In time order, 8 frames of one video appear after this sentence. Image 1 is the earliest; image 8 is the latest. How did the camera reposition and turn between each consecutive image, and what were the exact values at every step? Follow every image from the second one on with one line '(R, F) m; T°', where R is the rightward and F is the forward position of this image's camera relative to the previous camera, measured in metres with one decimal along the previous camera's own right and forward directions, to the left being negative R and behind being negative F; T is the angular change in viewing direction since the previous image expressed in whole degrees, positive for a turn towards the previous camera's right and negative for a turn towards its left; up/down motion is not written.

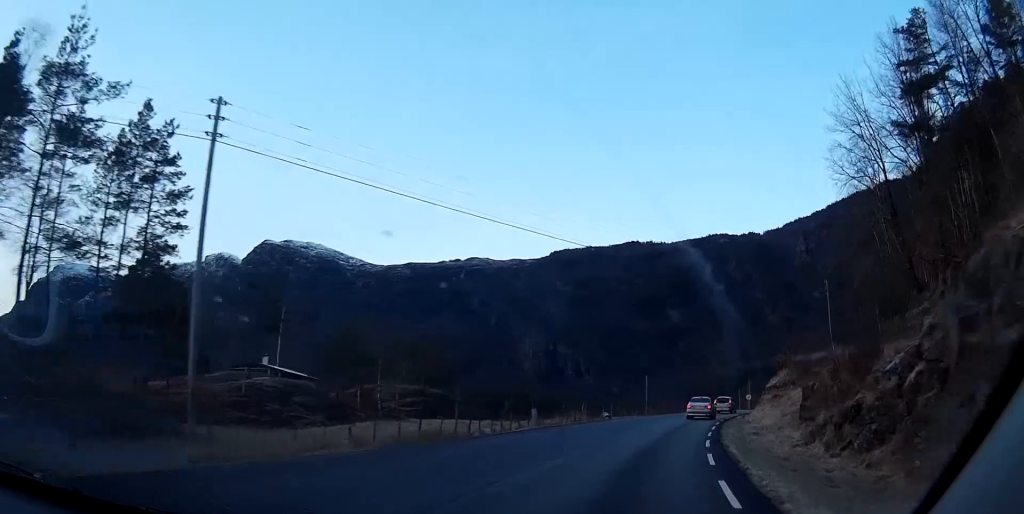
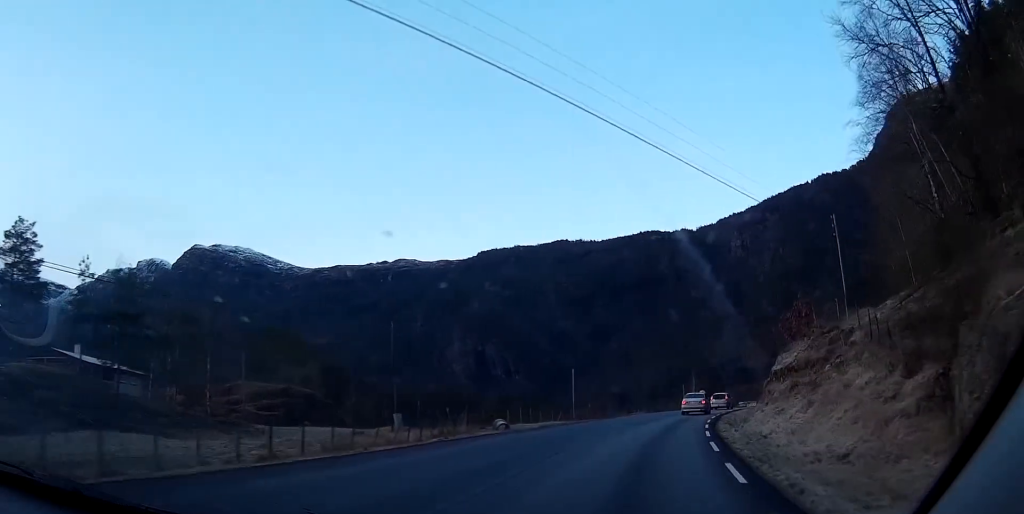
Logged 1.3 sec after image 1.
(+1.0, +22.1) m; +5°
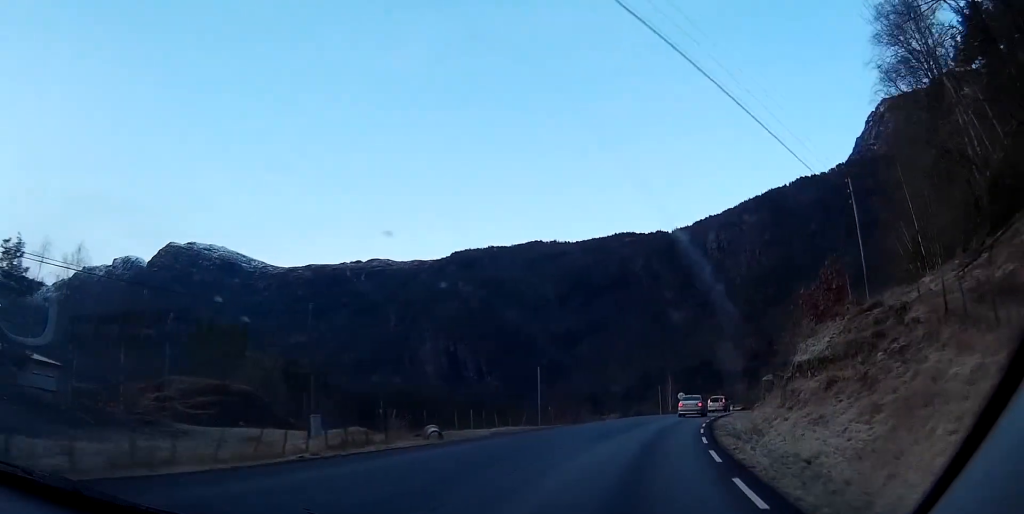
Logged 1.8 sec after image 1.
(+0.2, +8.4) m; +1°
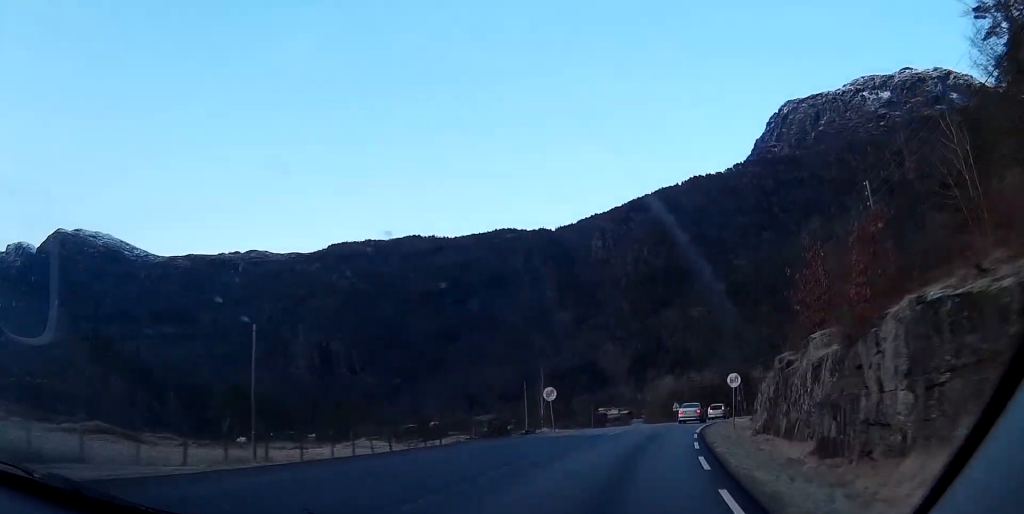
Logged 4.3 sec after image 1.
(+2.0, +42.5) m; +7°
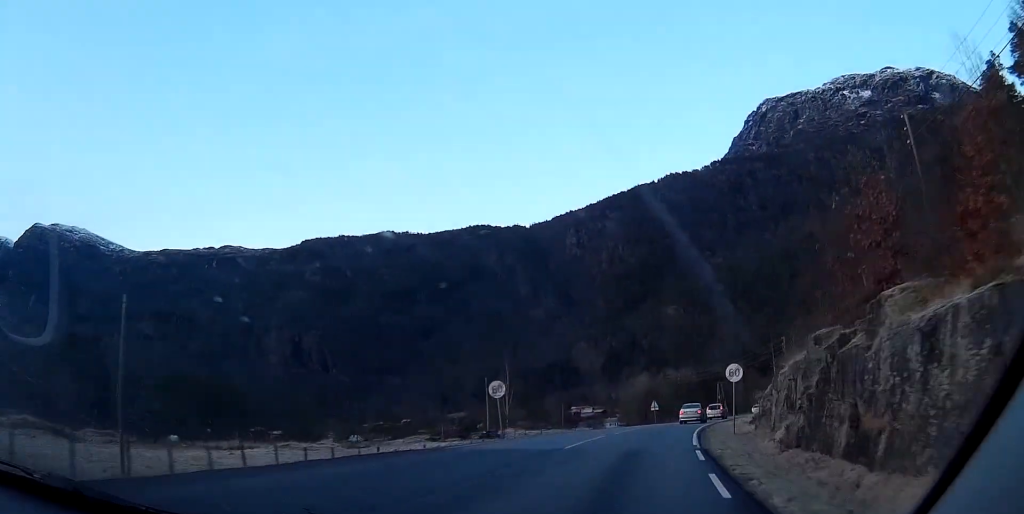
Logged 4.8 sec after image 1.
(+0.3, +9.5) m; +2°
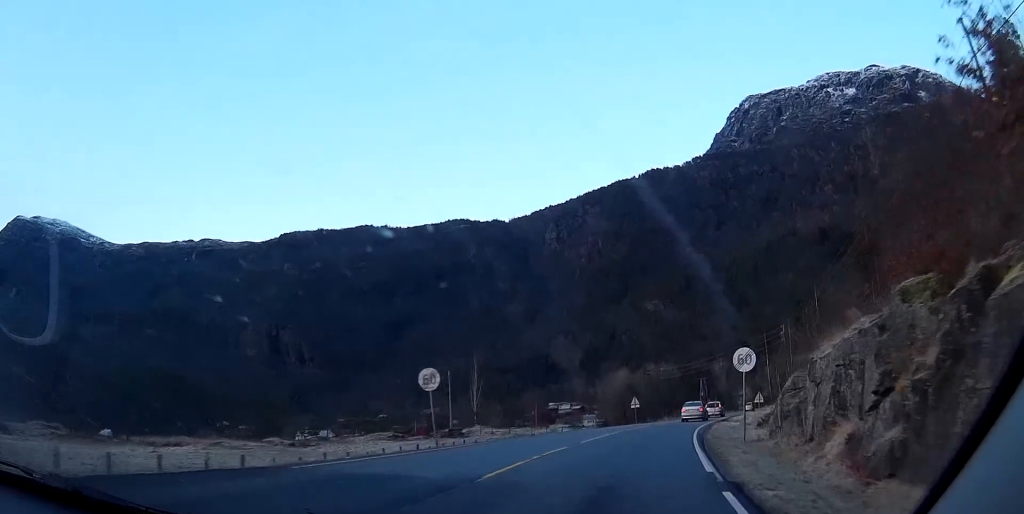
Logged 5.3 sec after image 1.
(+0.1, +8.3) m; +2°
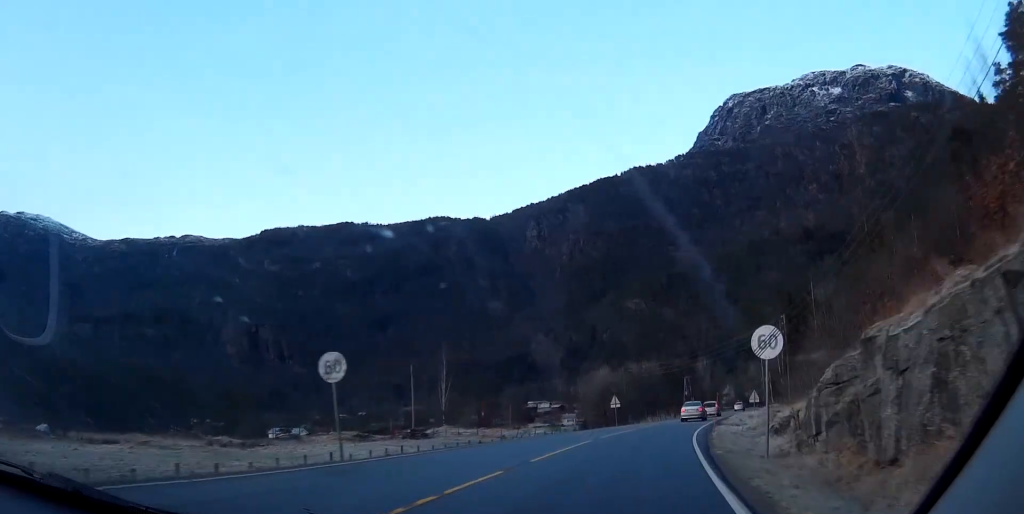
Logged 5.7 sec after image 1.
(+0.2, +7.2) m; +1°
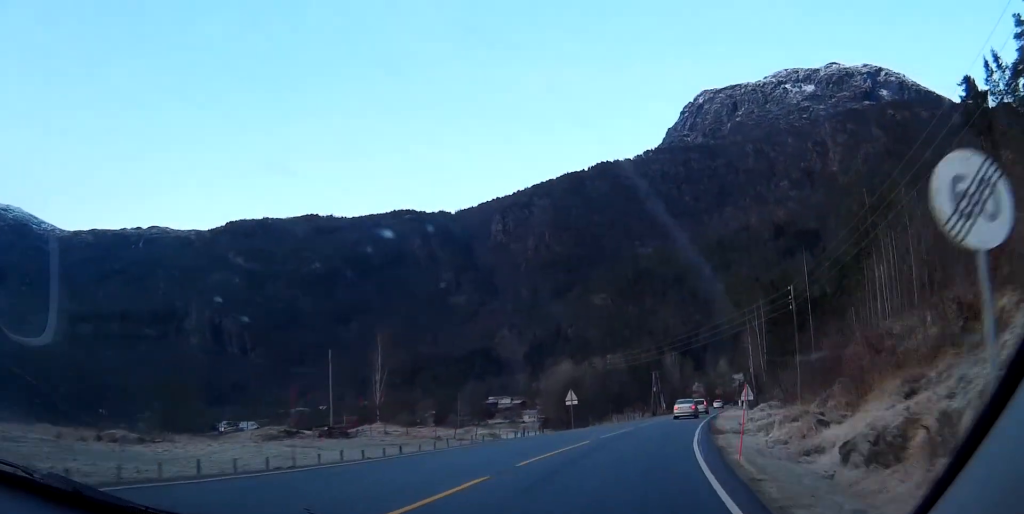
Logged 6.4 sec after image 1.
(+0.2, +12.7) m; +2°
